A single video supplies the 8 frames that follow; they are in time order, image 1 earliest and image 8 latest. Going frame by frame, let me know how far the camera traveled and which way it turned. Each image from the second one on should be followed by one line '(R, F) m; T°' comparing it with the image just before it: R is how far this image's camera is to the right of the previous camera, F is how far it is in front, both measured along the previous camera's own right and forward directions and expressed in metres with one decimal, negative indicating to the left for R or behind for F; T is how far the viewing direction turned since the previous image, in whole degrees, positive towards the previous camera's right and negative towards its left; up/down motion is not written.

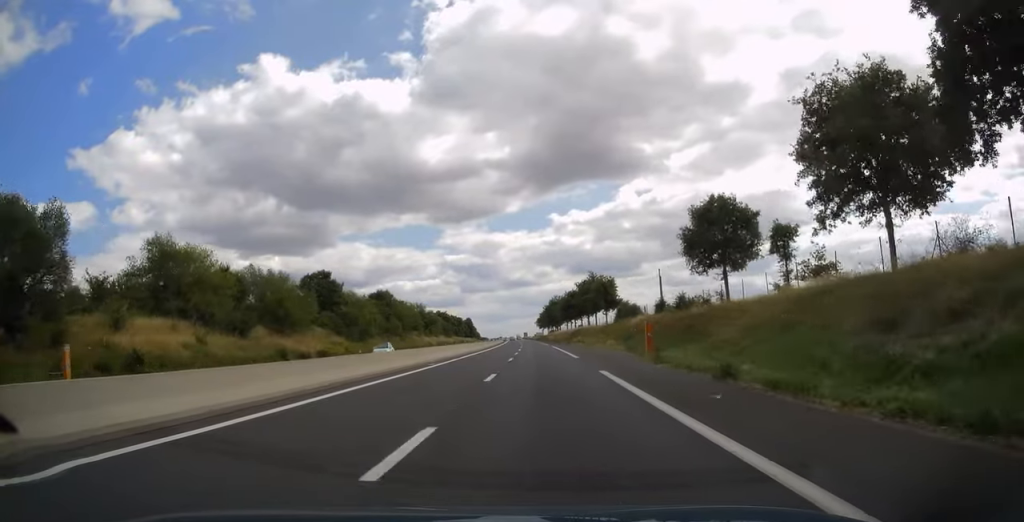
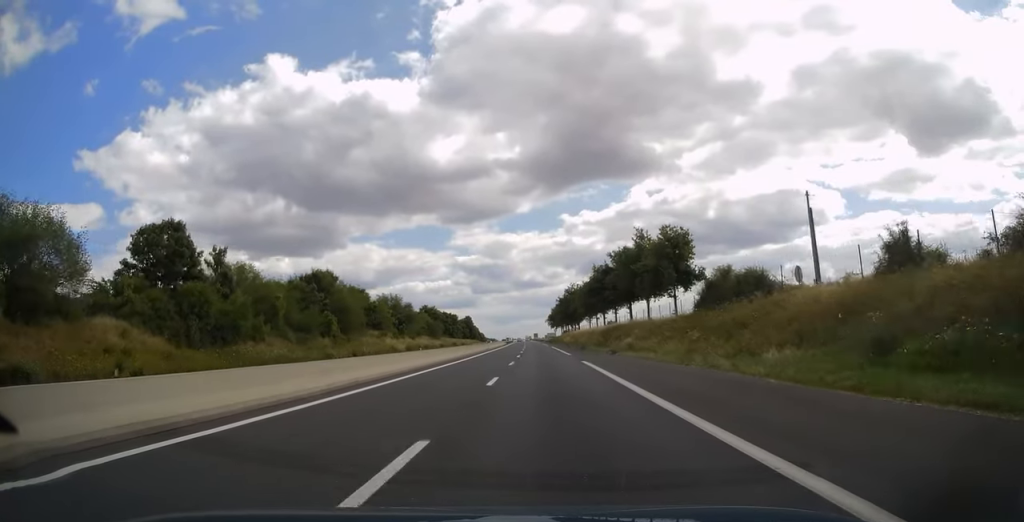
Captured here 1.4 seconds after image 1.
(-0.3, +40.8) m; -1°
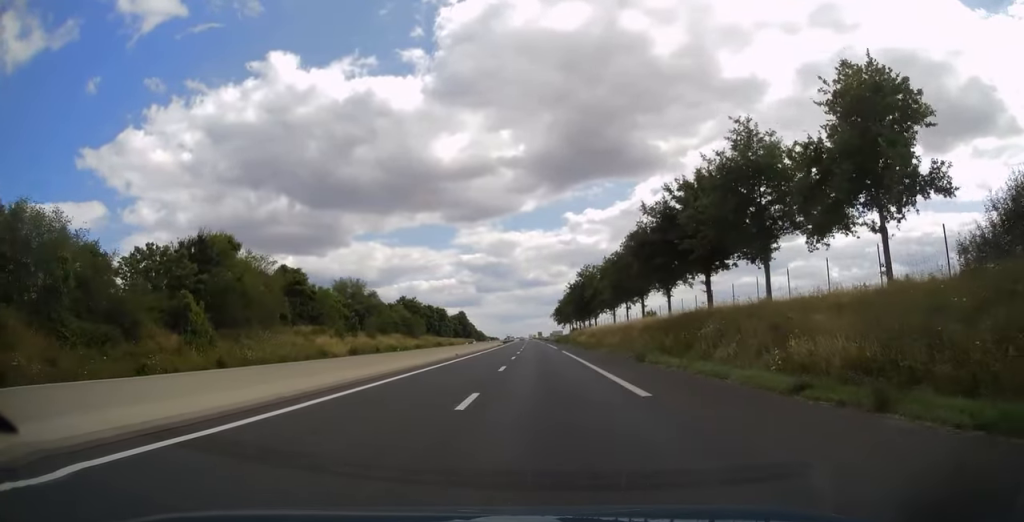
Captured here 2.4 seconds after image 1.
(-0.1, +31.0) m; -1°
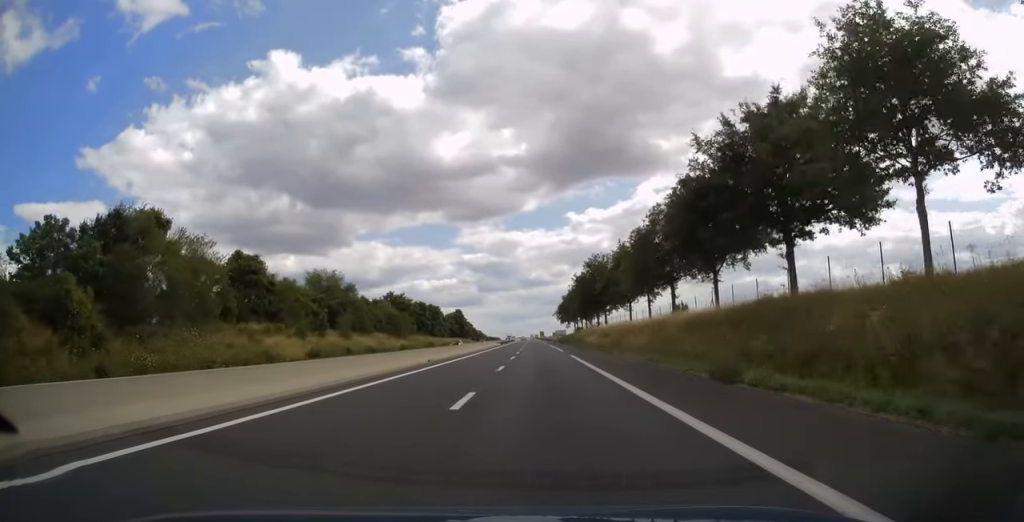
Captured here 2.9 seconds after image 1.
(0.0, +12.8) m; 0°
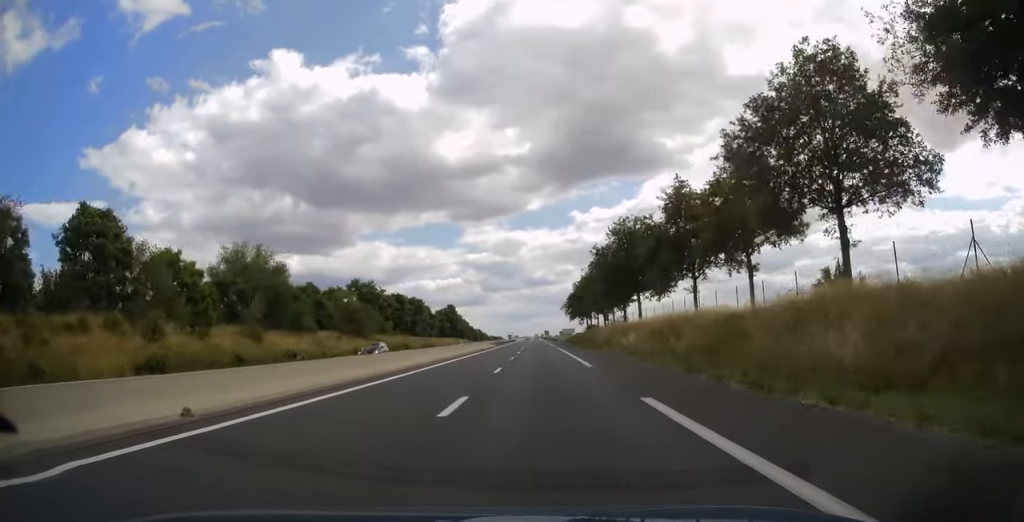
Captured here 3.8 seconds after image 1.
(0.0, +26.1) m; 0°
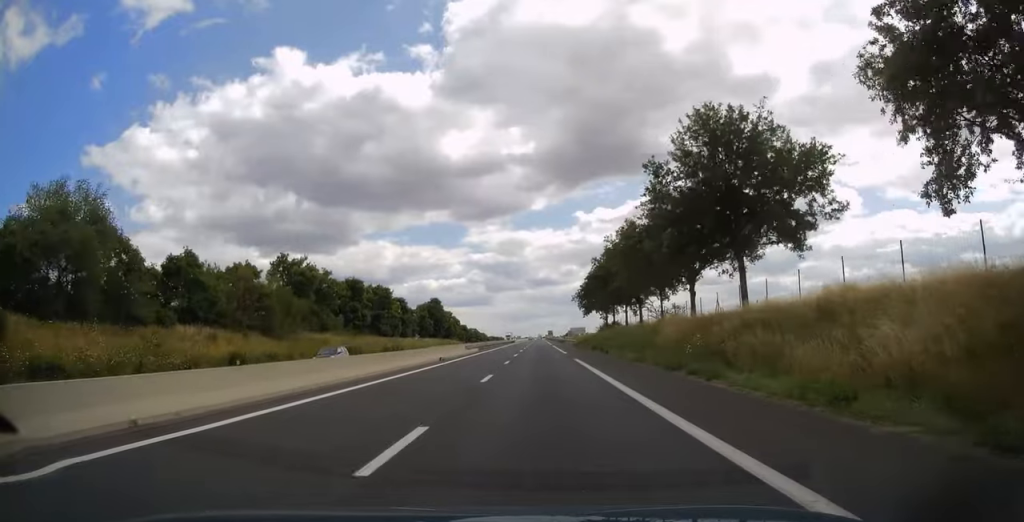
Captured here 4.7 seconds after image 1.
(-0.1, +29.5) m; 0°
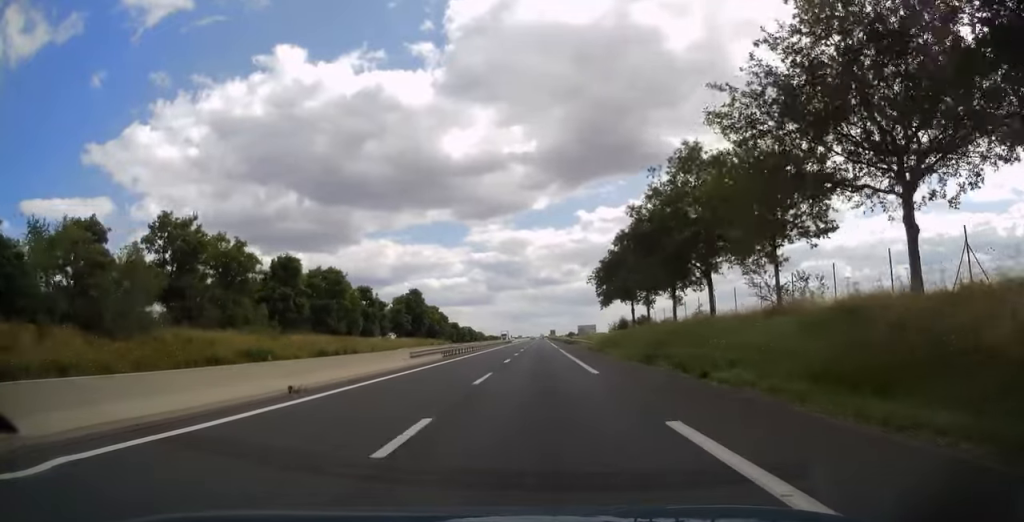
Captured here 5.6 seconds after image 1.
(+0.1, +24.0) m; 0°
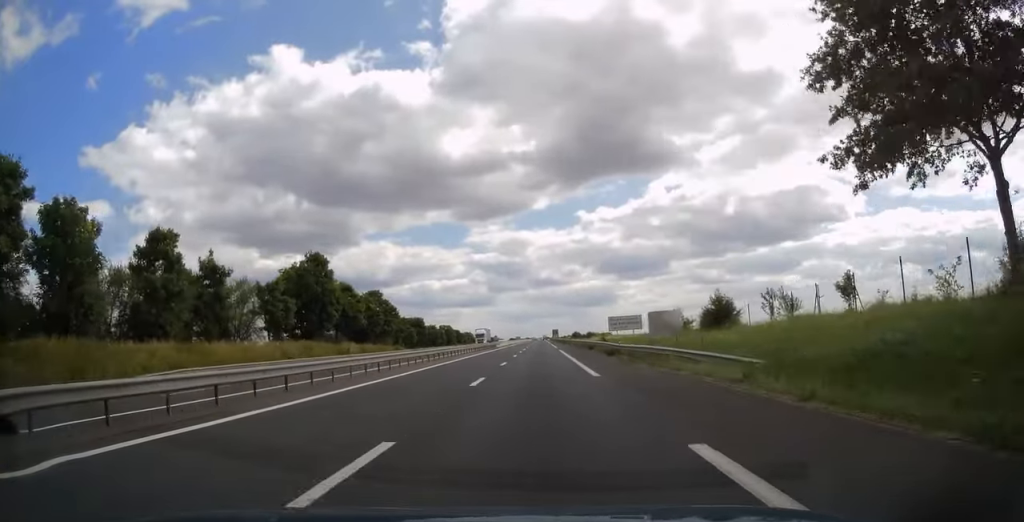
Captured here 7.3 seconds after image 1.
(-0.2, +52.6) m; 0°
